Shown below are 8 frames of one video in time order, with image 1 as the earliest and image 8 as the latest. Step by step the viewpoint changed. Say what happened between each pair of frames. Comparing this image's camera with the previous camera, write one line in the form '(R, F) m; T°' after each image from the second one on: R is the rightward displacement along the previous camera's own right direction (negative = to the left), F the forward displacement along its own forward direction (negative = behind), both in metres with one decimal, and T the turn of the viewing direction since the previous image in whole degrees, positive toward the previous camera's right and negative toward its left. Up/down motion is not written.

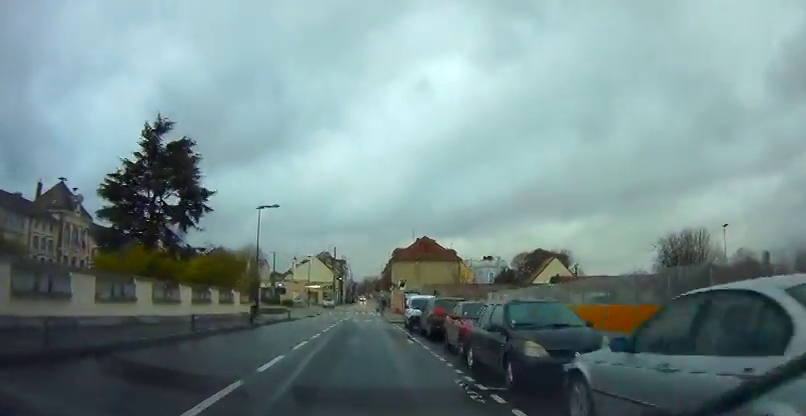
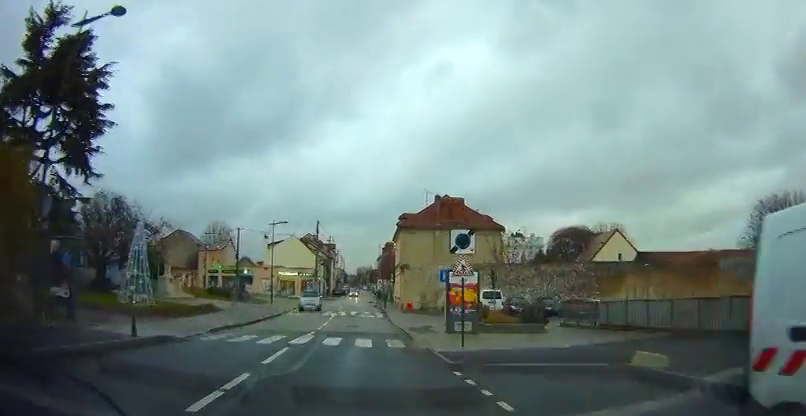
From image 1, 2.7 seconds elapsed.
(-0.4, +26.6) m; 0°
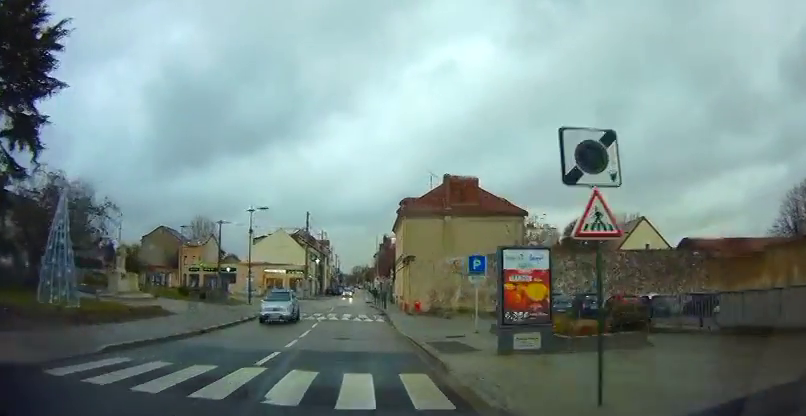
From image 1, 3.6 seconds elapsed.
(0.0, +8.5) m; +1°
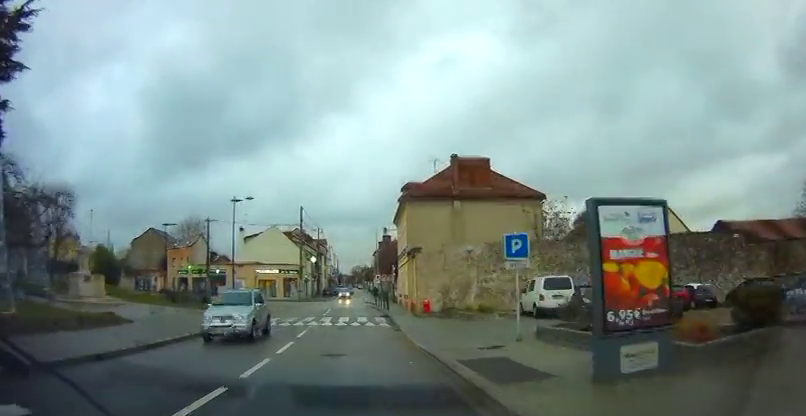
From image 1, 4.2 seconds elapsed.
(0.0, +5.3) m; 0°
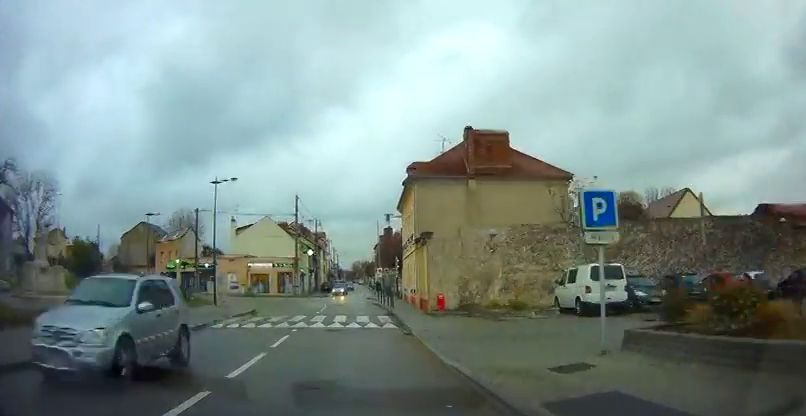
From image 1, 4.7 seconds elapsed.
(+0.1, +5.1) m; 0°
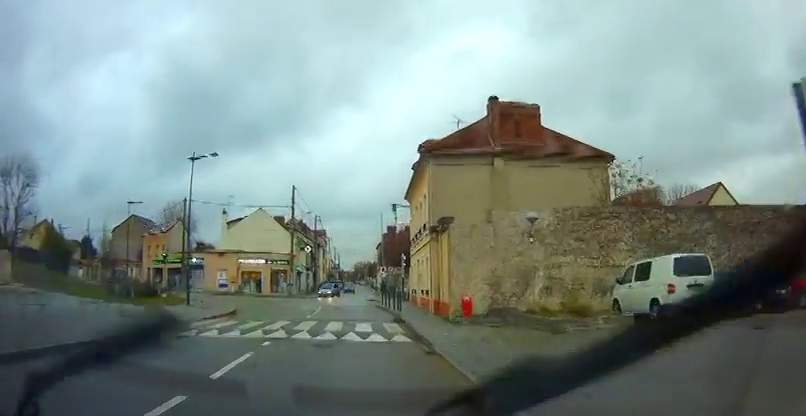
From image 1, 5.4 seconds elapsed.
(0.0, +5.7) m; 0°
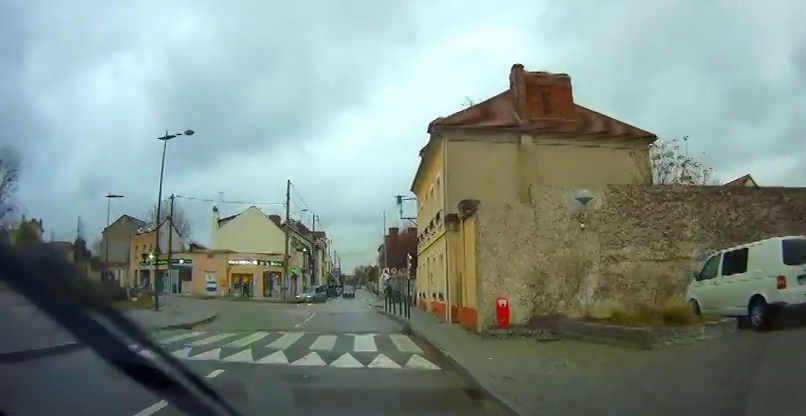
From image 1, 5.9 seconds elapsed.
(0.0, +5.0) m; 0°
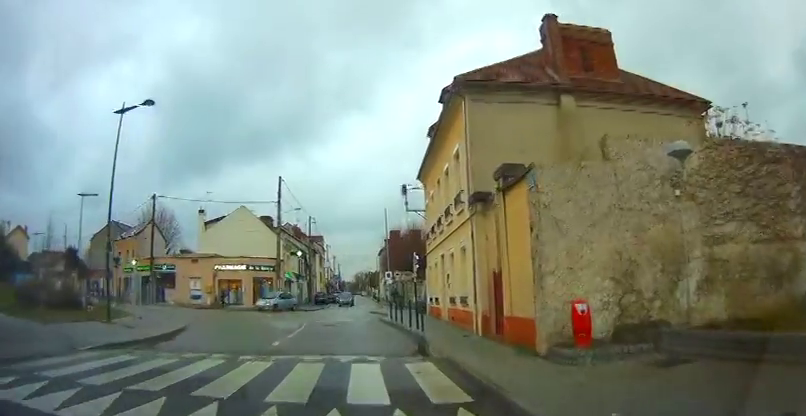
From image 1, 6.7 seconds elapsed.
(0.0, +6.2) m; -1°
